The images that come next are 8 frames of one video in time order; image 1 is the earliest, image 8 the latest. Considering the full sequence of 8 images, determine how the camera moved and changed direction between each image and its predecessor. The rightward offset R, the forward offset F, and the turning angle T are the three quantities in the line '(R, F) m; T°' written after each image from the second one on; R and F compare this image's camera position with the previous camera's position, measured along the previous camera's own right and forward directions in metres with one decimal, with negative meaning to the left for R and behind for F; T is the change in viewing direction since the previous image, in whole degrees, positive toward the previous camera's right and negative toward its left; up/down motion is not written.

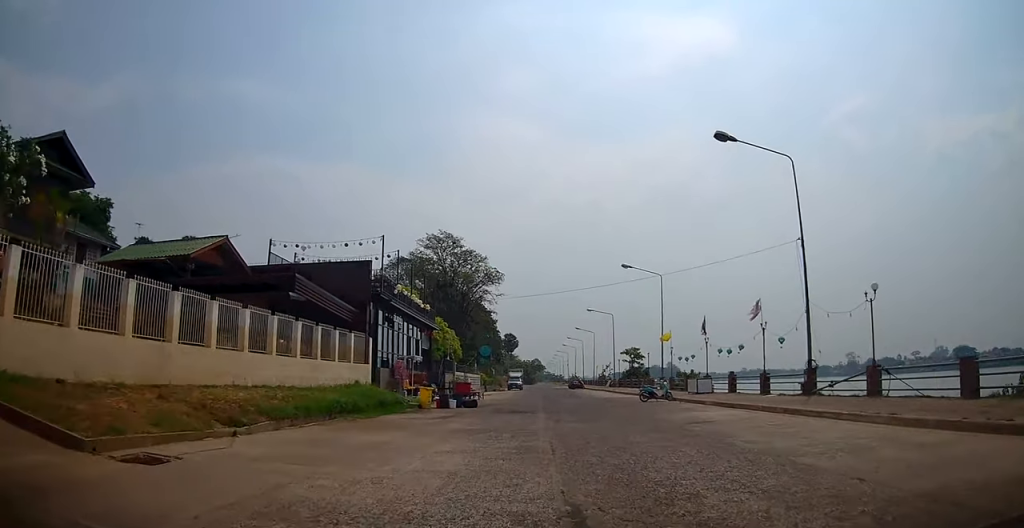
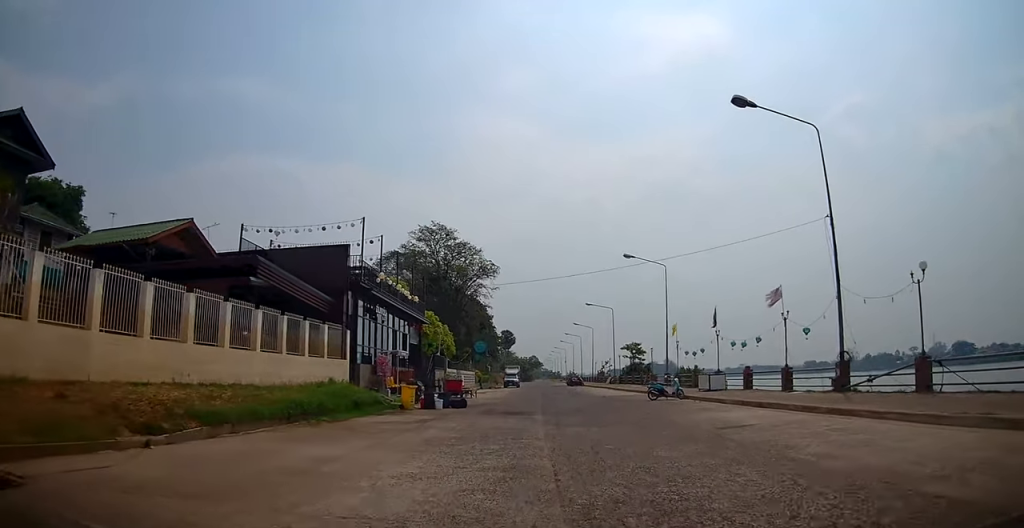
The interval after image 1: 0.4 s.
(-0.1, +2.7) m; 0°
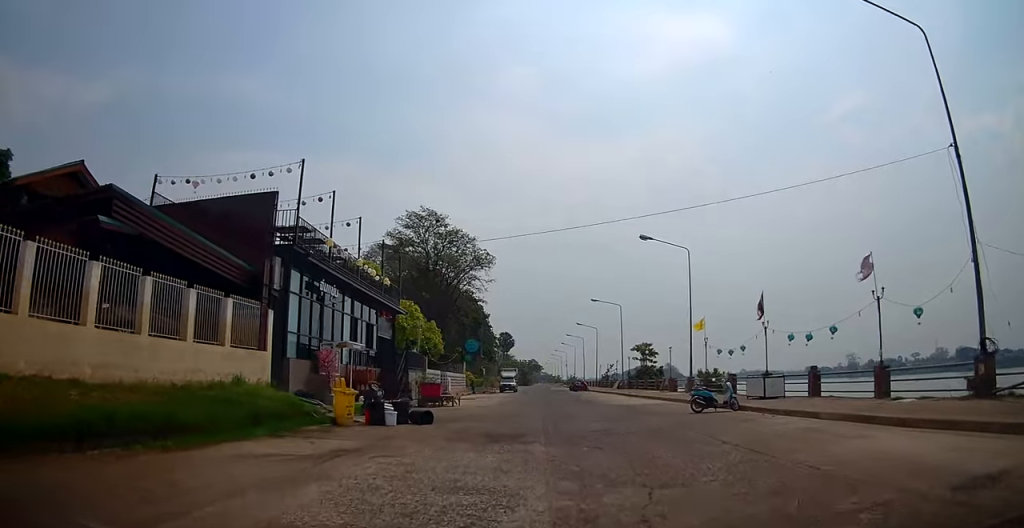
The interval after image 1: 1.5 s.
(0.0, +7.2) m; 0°
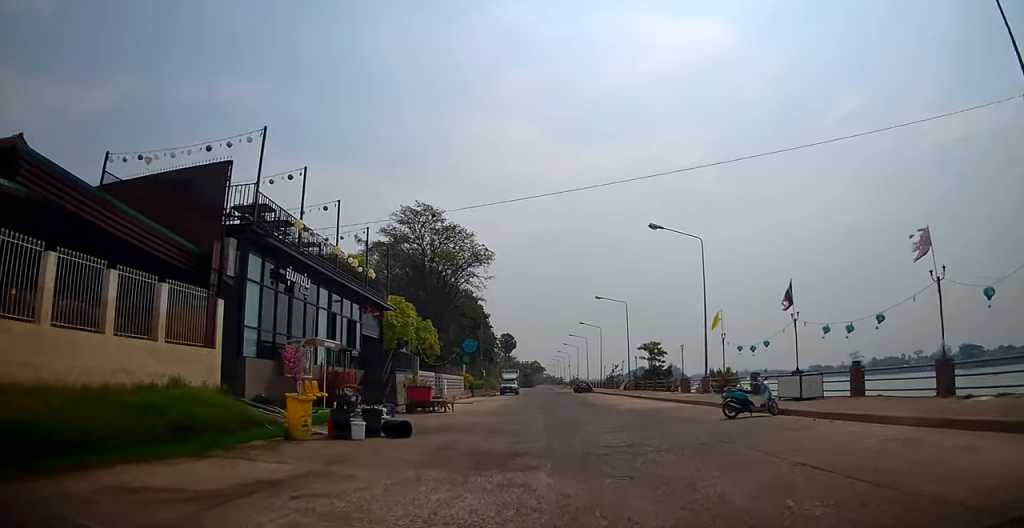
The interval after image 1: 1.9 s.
(0.0, +3.0) m; 0°
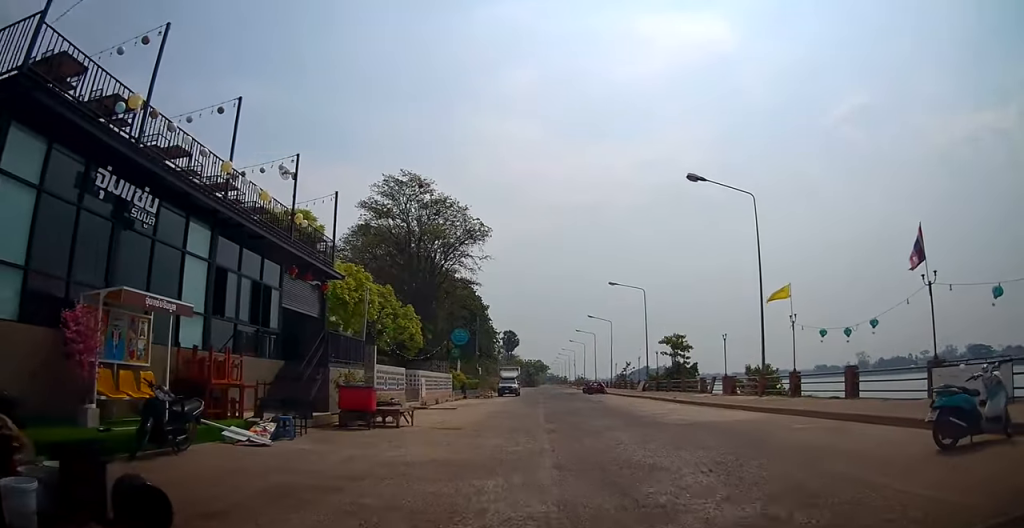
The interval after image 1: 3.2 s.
(+0.1, +8.7) m; +1°
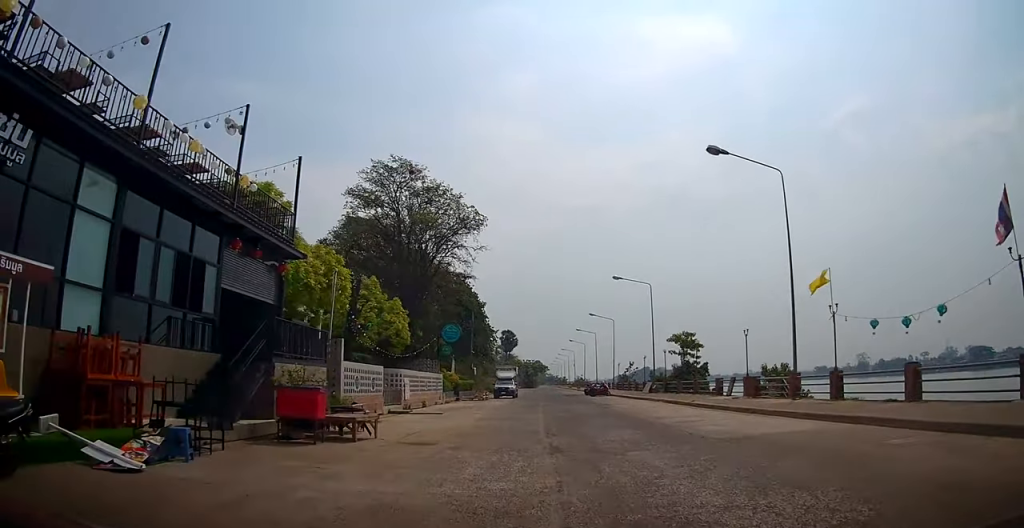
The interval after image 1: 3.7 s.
(0.0, +3.5) m; +1°
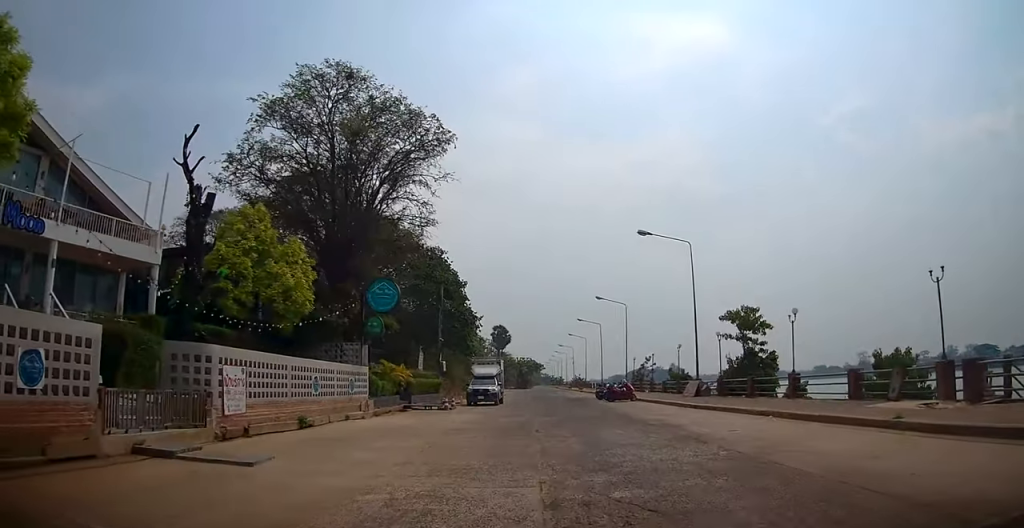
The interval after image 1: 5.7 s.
(-0.1, +14.5) m; -1°
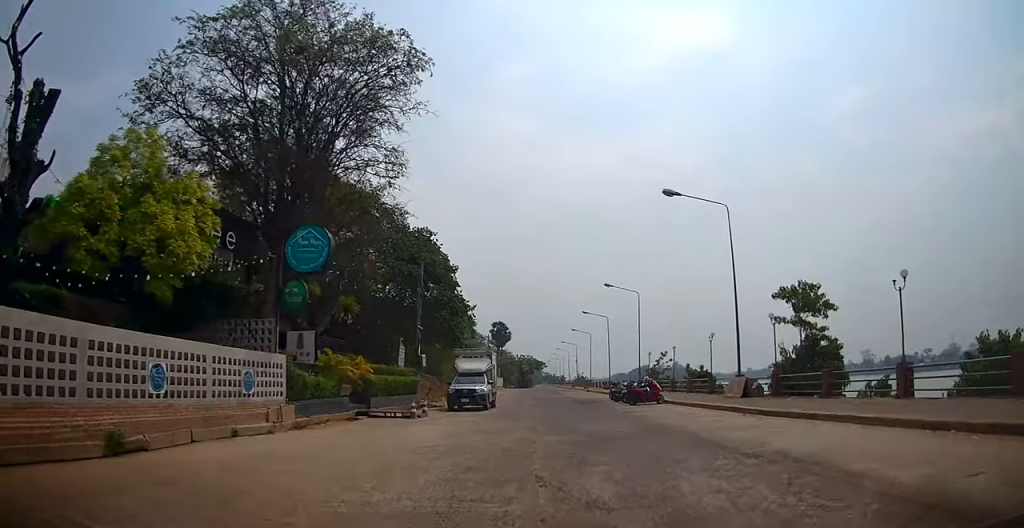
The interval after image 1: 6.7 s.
(+0.1, +7.1) m; +1°
